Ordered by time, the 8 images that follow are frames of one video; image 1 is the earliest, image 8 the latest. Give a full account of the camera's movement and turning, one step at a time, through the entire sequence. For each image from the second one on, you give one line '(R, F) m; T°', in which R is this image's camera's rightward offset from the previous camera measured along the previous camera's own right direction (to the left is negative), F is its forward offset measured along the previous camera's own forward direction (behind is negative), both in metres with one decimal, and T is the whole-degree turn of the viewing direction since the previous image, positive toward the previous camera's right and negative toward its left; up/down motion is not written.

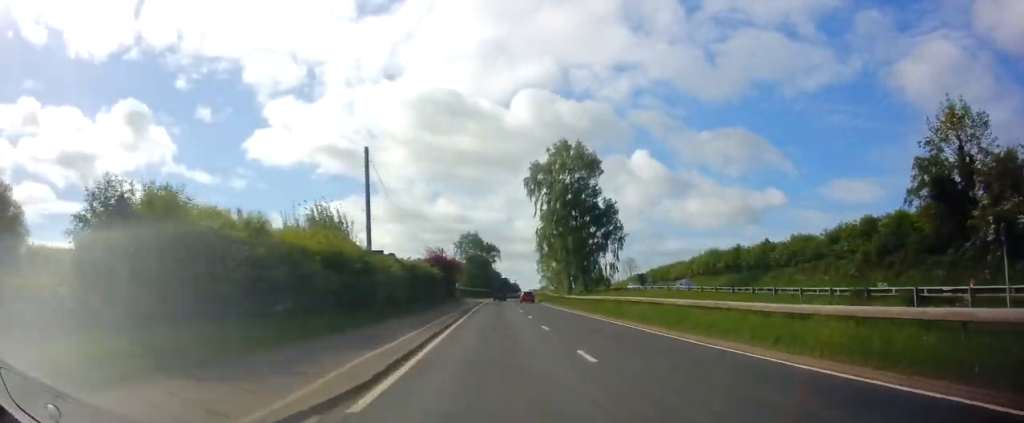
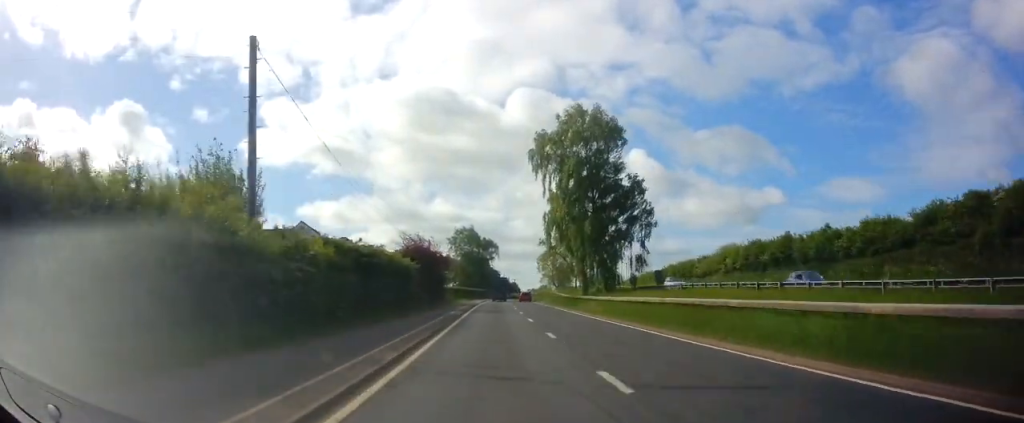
(+0.1, +11.8) m; +1°
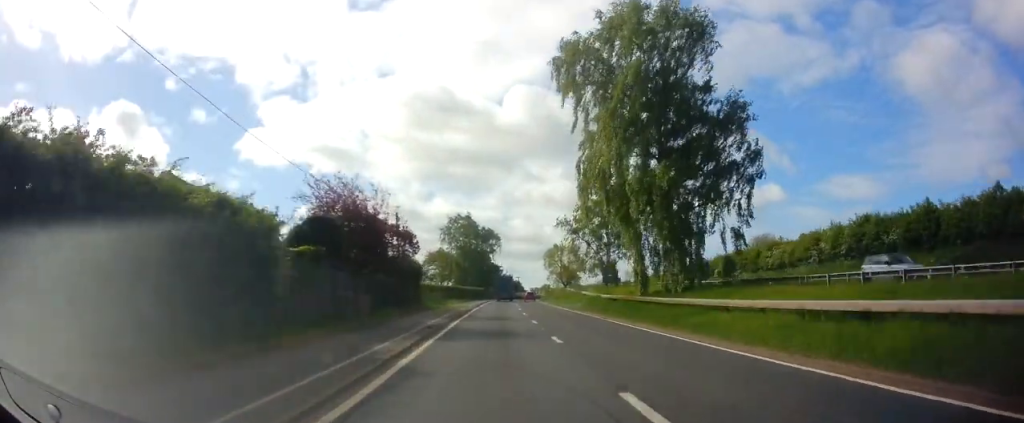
(0.0, +19.4) m; 0°
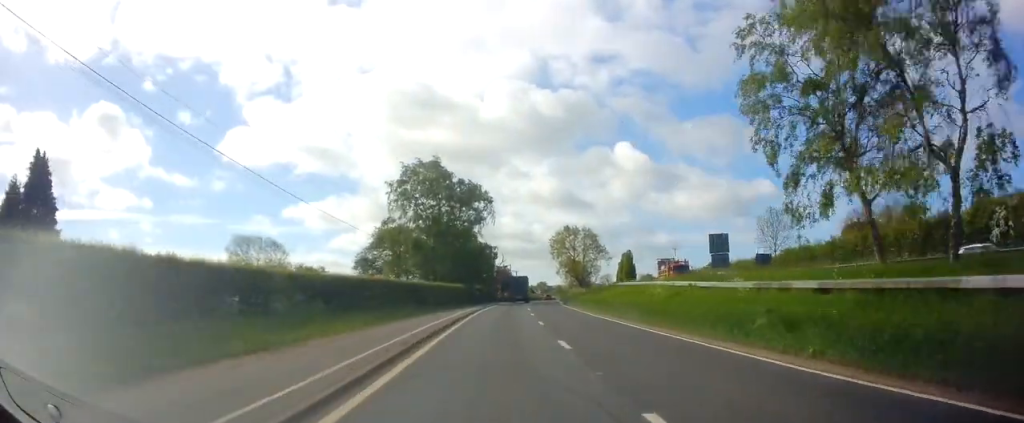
(-0.1, +44.5) m; 0°
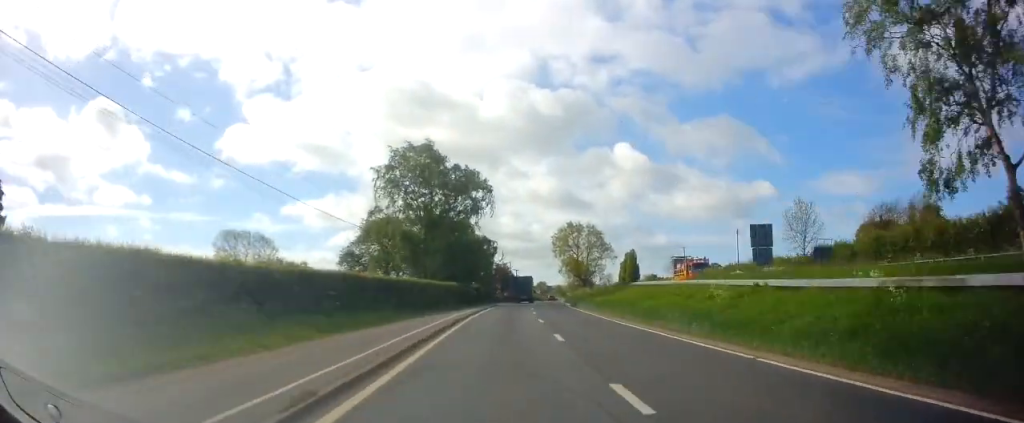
(0.0, +6.8) m; 0°
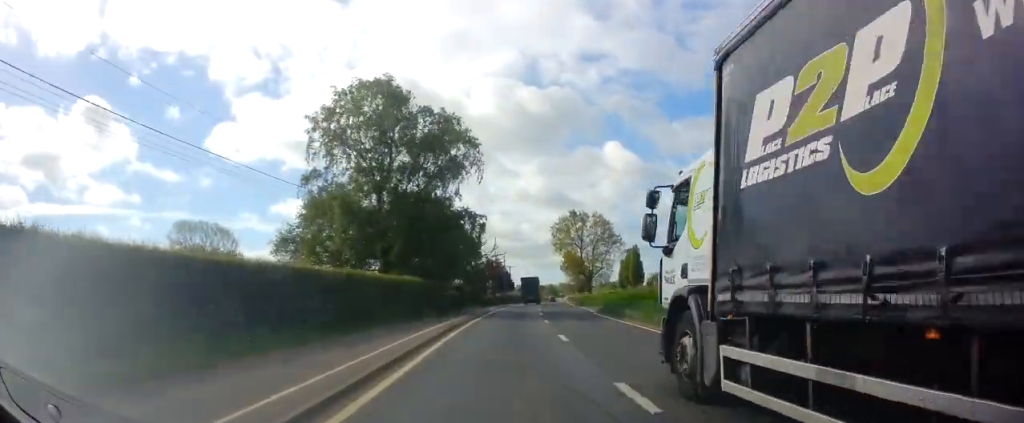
(0.0, +17.6) m; +1°
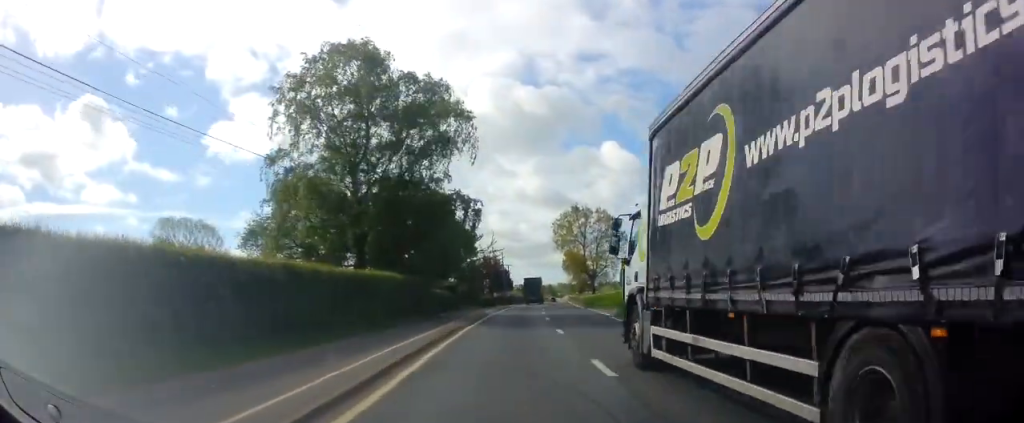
(0.0, +6.1) m; +1°
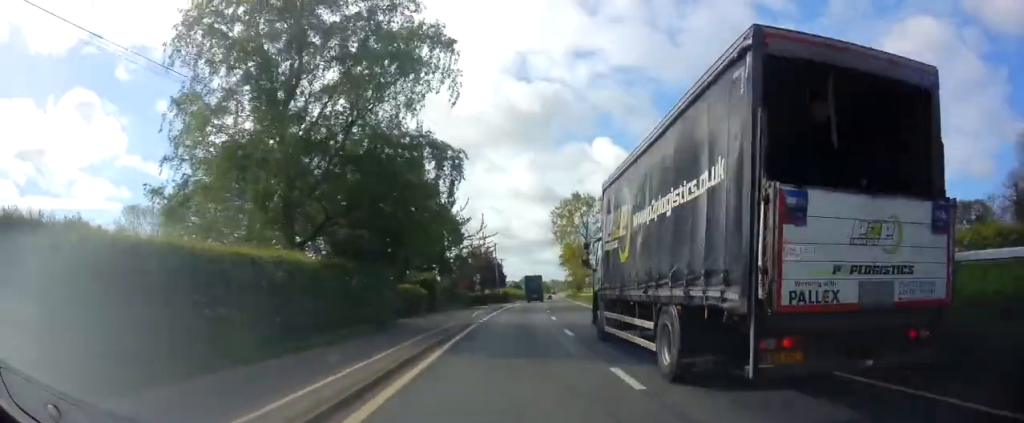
(+0.2, +10.1) m; +2°
